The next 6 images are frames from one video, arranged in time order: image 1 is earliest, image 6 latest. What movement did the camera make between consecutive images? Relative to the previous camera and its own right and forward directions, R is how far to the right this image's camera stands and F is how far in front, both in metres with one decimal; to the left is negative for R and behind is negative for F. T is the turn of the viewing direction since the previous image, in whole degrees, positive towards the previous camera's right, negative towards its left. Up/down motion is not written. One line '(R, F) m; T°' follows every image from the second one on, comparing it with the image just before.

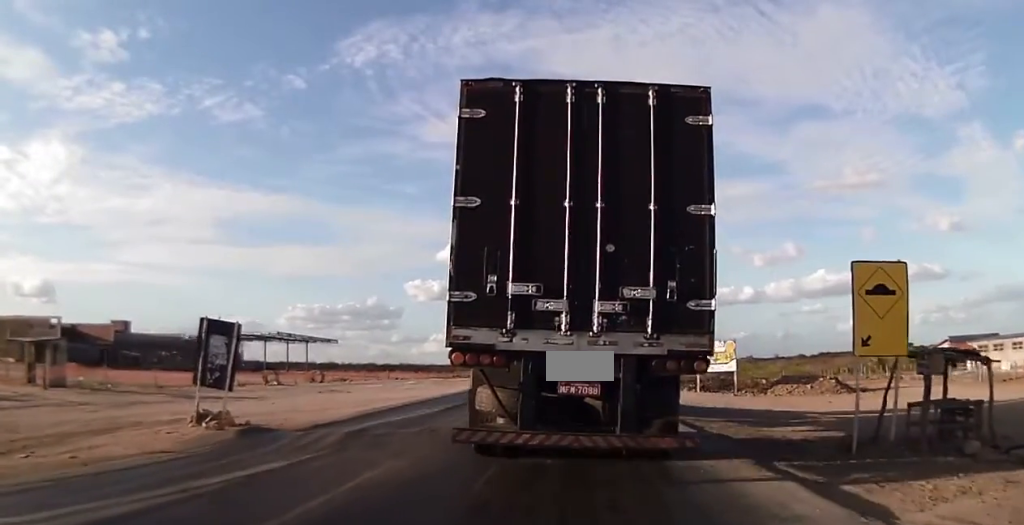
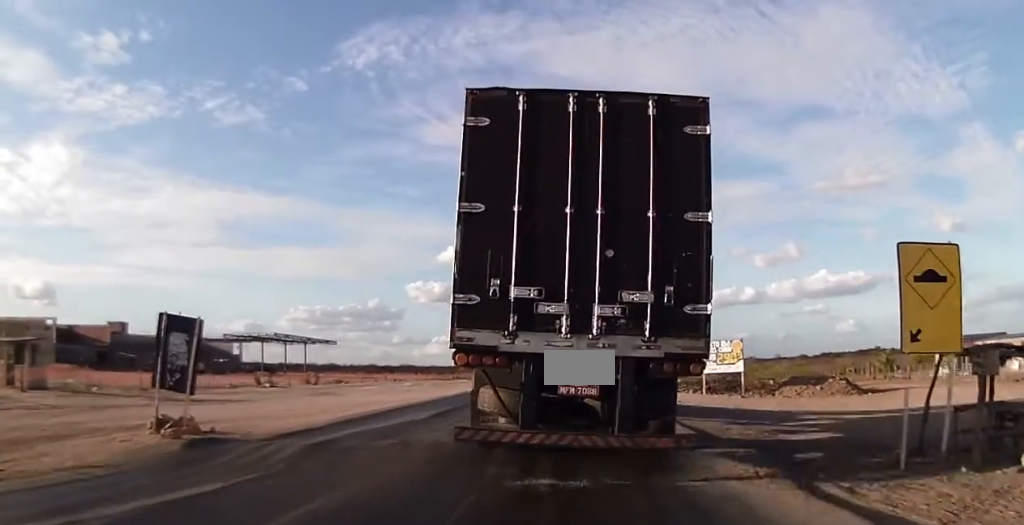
(-0.1, +1.7) m; 0°
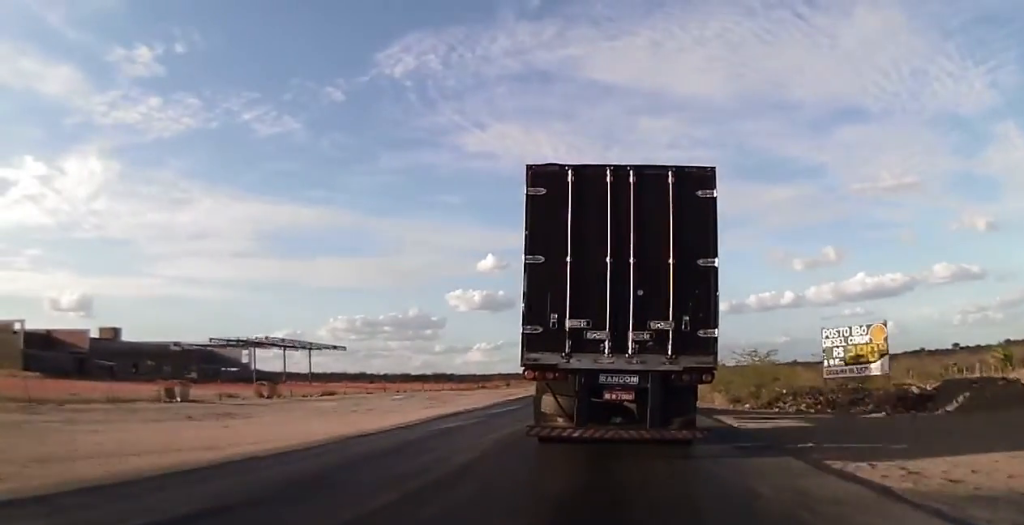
(0.0, +13.1) m; -2°
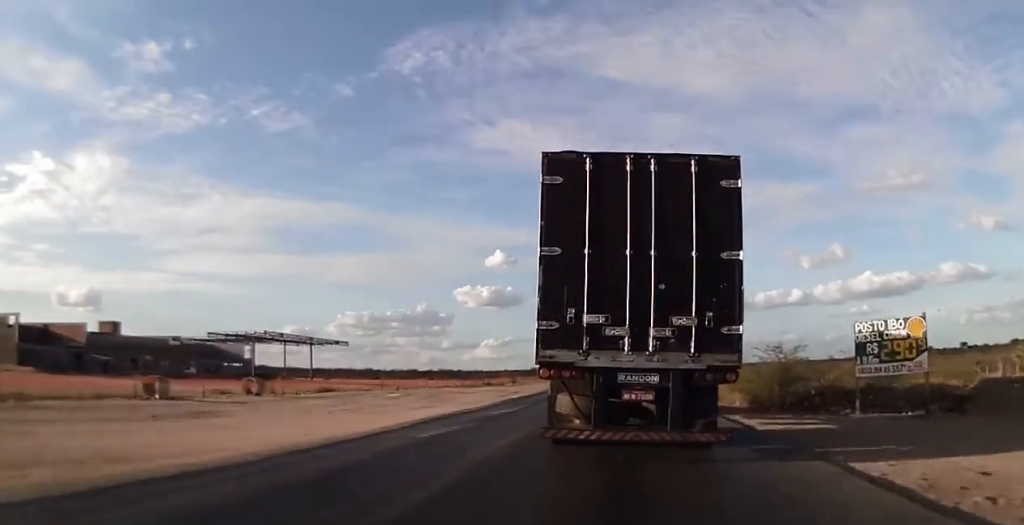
(-0.1, +1.7) m; -1°
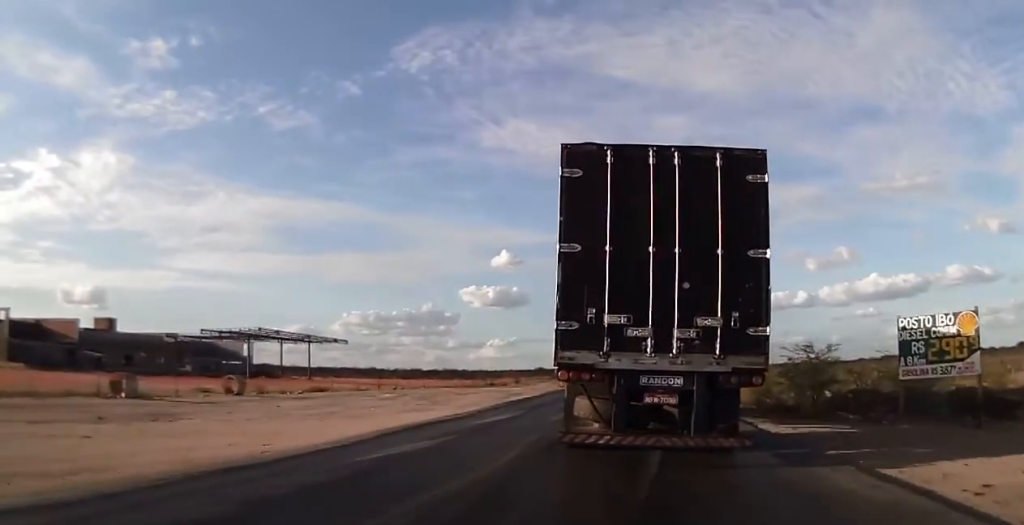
(-0.1, +2.2) m; -1°
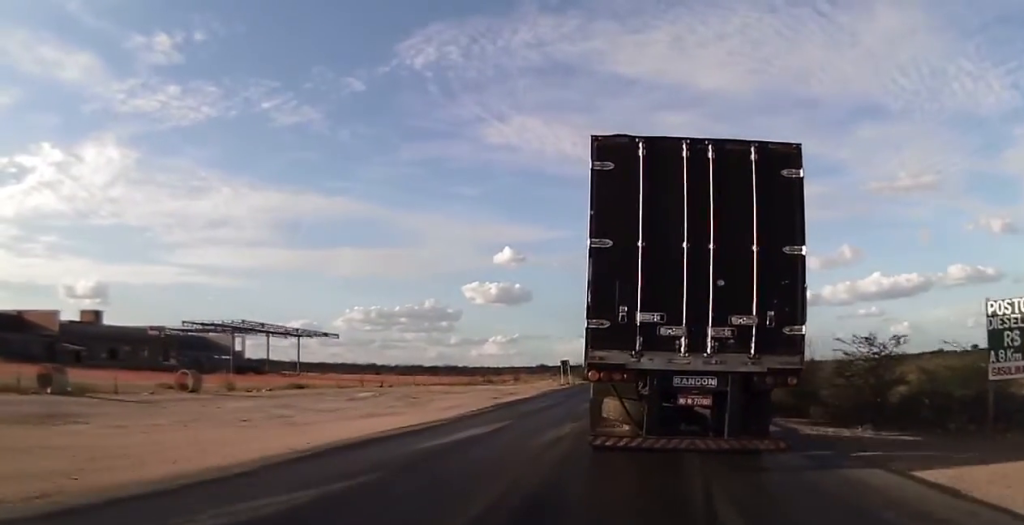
(+0.1, +4.9) m; -1°
